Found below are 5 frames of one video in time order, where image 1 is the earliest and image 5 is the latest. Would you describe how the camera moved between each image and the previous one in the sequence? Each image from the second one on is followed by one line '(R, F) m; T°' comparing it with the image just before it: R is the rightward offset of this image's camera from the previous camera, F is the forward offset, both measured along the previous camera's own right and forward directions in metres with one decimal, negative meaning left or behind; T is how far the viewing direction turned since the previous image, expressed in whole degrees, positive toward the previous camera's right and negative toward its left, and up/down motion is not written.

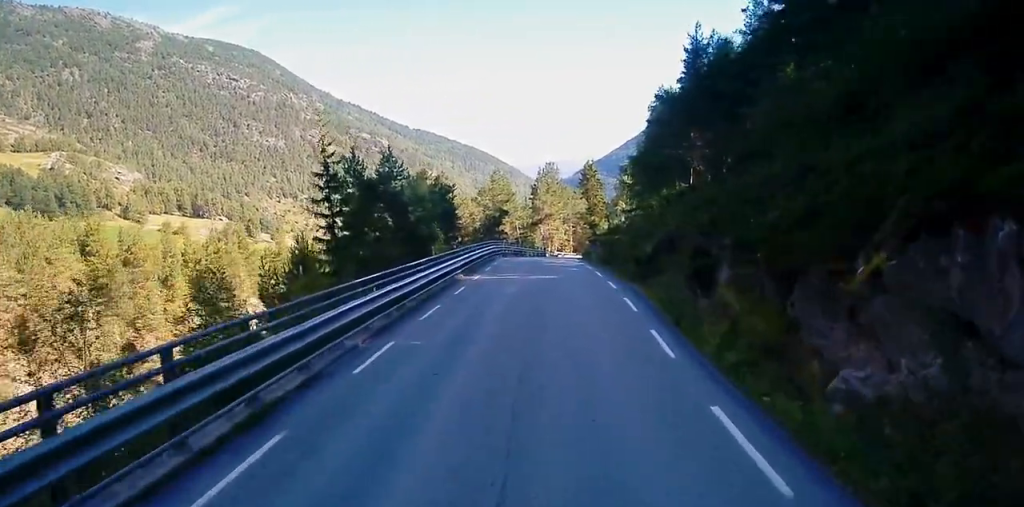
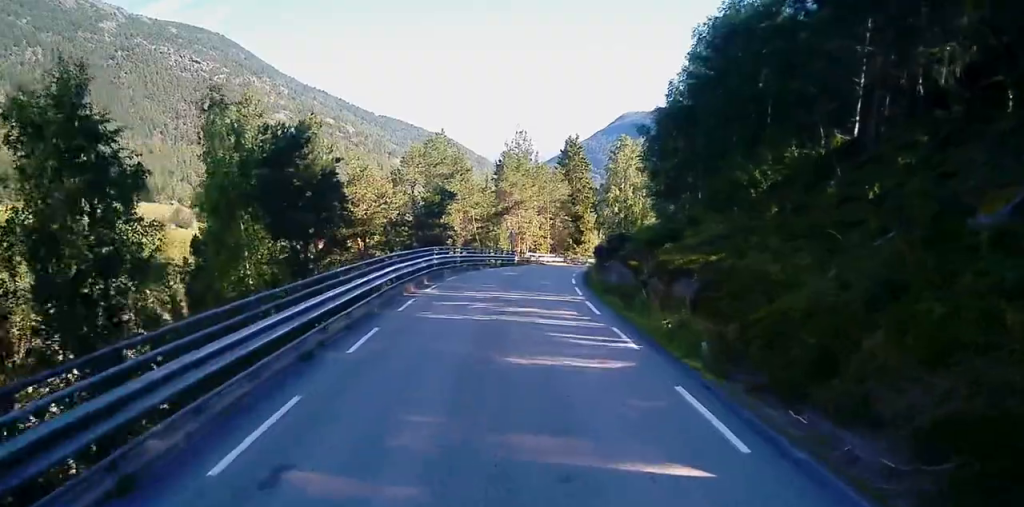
(+0.3, +28.8) m; +1°
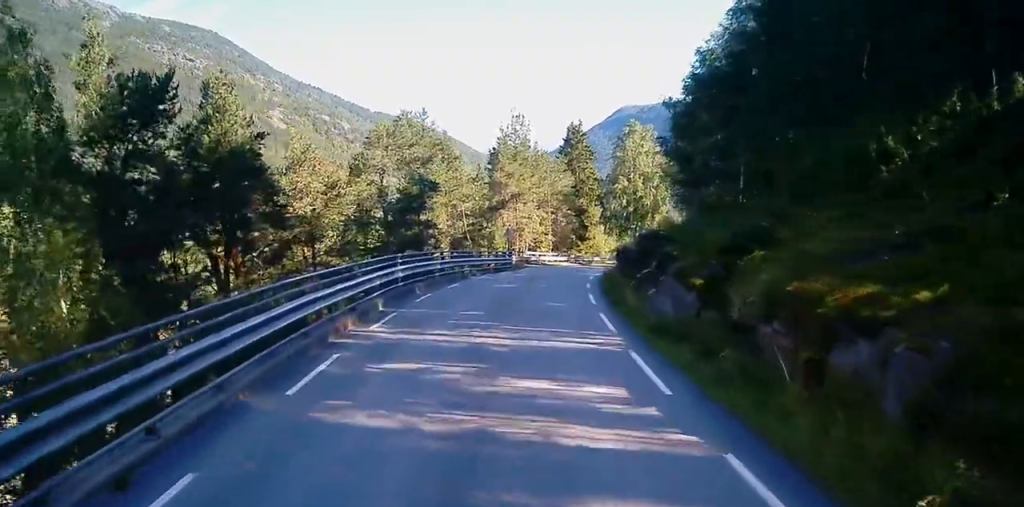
(+0.1, +9.1) m; -1°
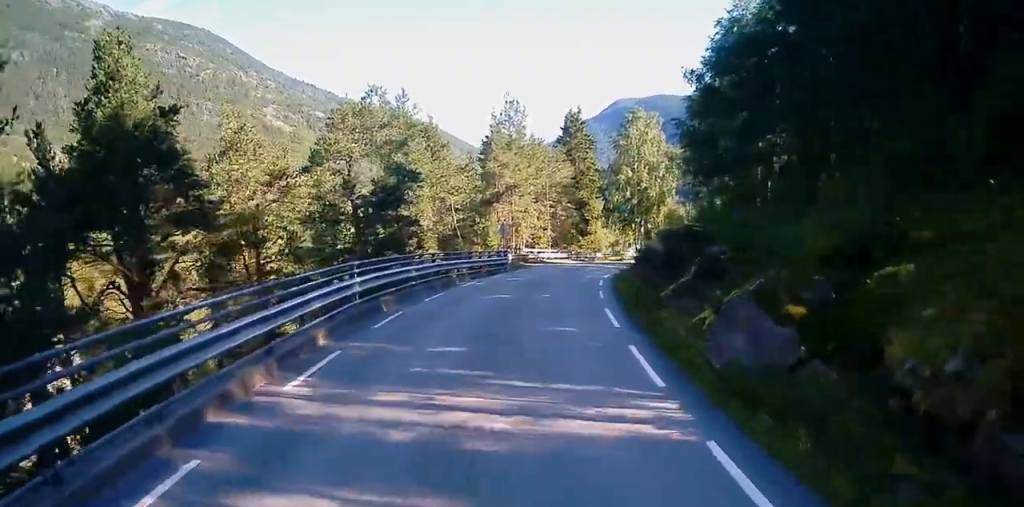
(-0.2, +5.7) m; 0°
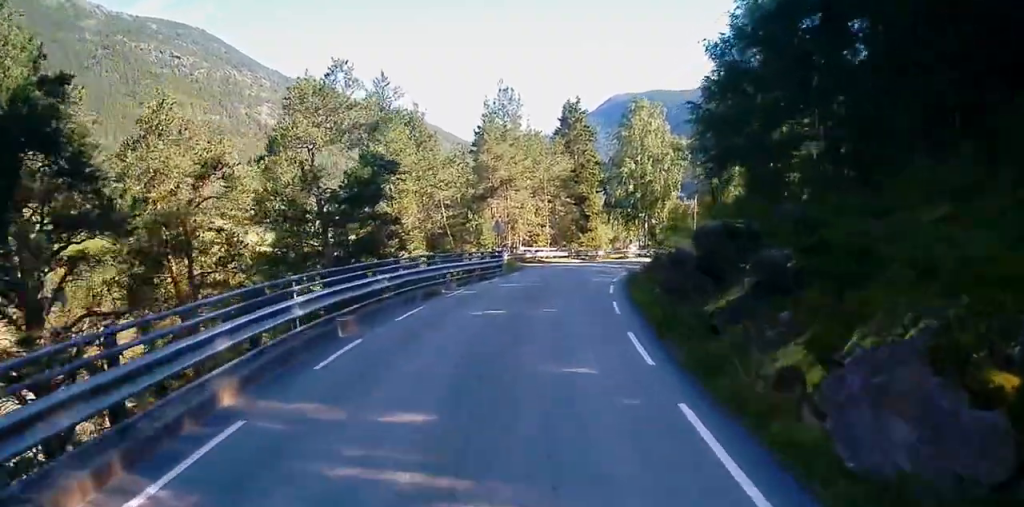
(-0.1, +4.6) m; 0°
